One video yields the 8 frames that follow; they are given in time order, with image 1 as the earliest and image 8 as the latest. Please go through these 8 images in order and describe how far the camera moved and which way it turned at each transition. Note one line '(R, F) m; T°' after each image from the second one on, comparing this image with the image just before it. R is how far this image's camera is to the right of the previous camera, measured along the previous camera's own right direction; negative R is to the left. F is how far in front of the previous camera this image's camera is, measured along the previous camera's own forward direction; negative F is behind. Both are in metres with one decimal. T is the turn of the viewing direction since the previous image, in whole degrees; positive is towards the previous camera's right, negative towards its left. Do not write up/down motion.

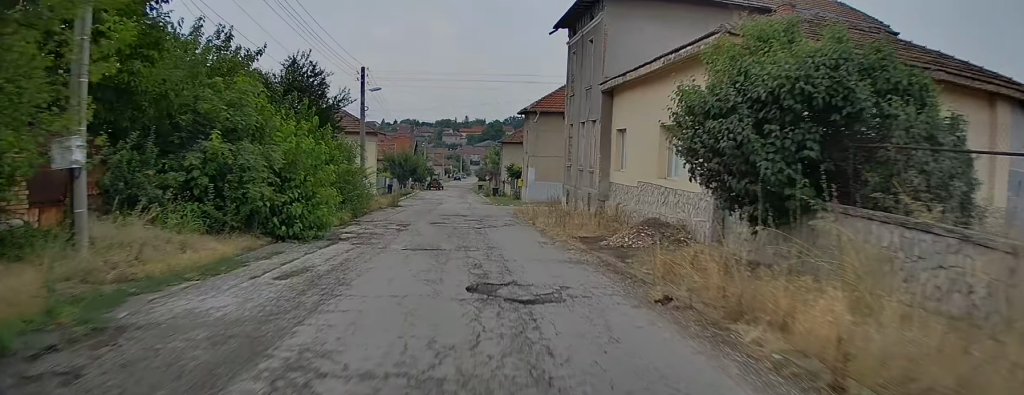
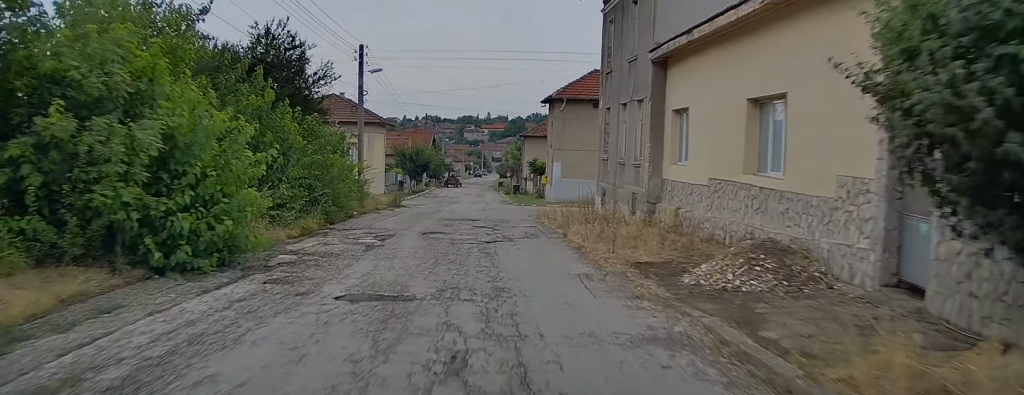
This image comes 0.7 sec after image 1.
(0.0, +5.9) m; -1°
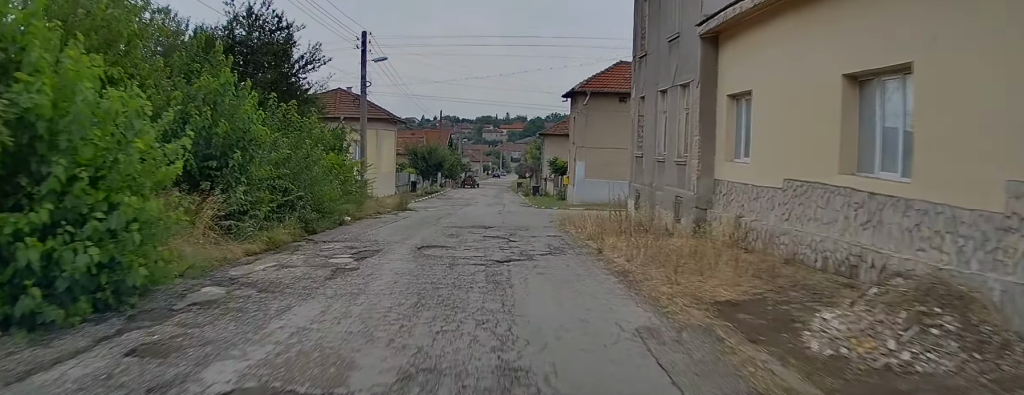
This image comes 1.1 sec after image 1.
(0.0, +3.7) m; -1°
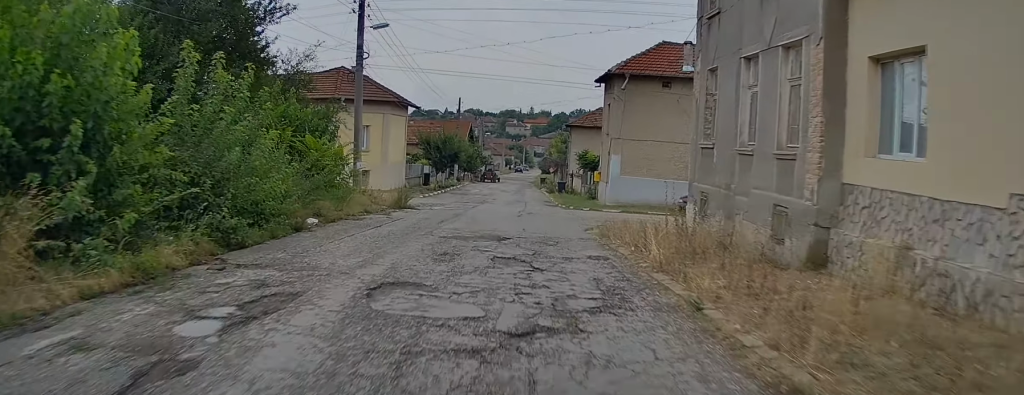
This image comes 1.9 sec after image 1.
(-0.1, +6.0) m; -1°
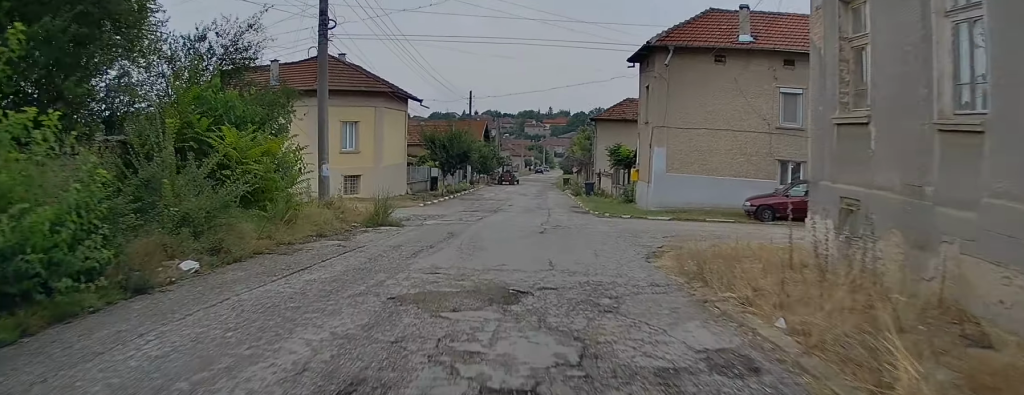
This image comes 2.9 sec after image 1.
(-0.1, +7.6) m; -3°
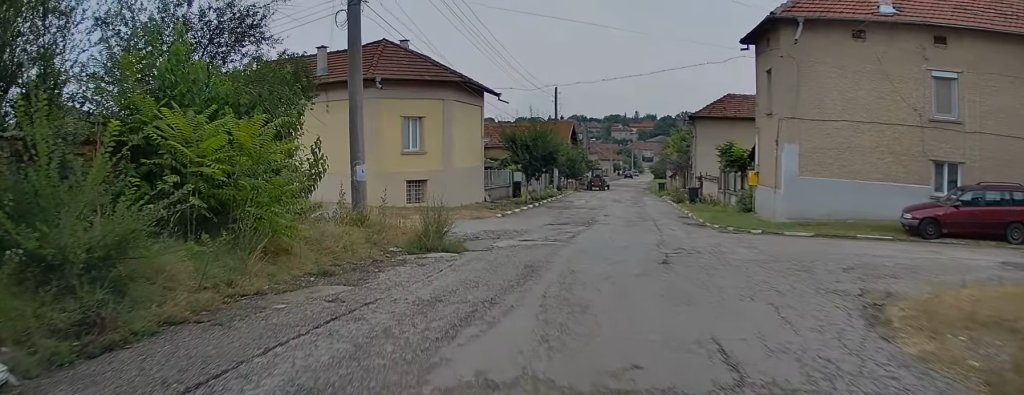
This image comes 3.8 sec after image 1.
(-0.1, +6.1) m; -3°
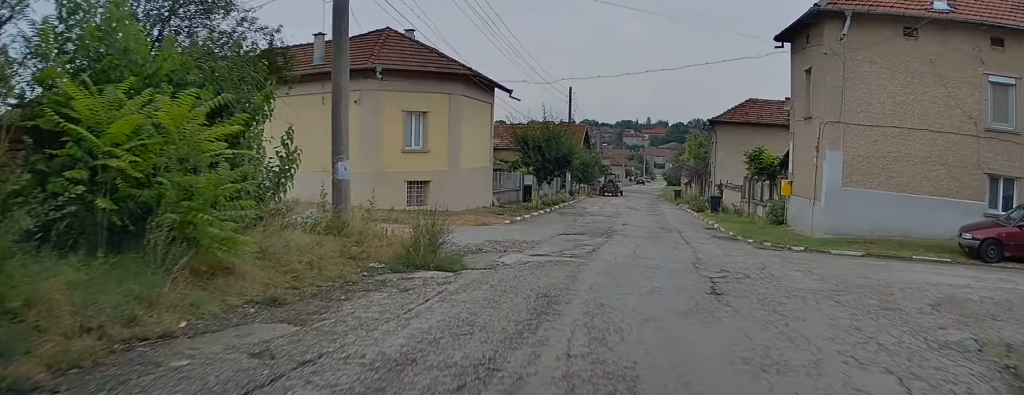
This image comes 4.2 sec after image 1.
(-0.1, +2.7) m; -1°
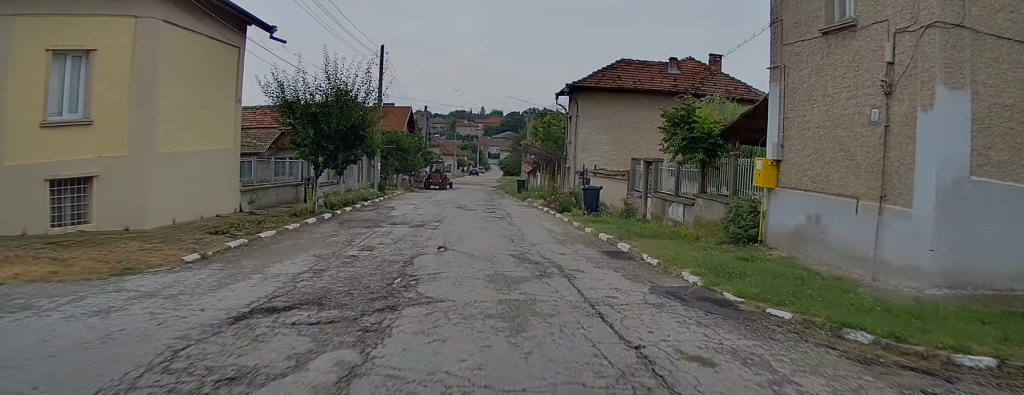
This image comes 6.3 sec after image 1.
(+0.7, +12.1) m; +7°
